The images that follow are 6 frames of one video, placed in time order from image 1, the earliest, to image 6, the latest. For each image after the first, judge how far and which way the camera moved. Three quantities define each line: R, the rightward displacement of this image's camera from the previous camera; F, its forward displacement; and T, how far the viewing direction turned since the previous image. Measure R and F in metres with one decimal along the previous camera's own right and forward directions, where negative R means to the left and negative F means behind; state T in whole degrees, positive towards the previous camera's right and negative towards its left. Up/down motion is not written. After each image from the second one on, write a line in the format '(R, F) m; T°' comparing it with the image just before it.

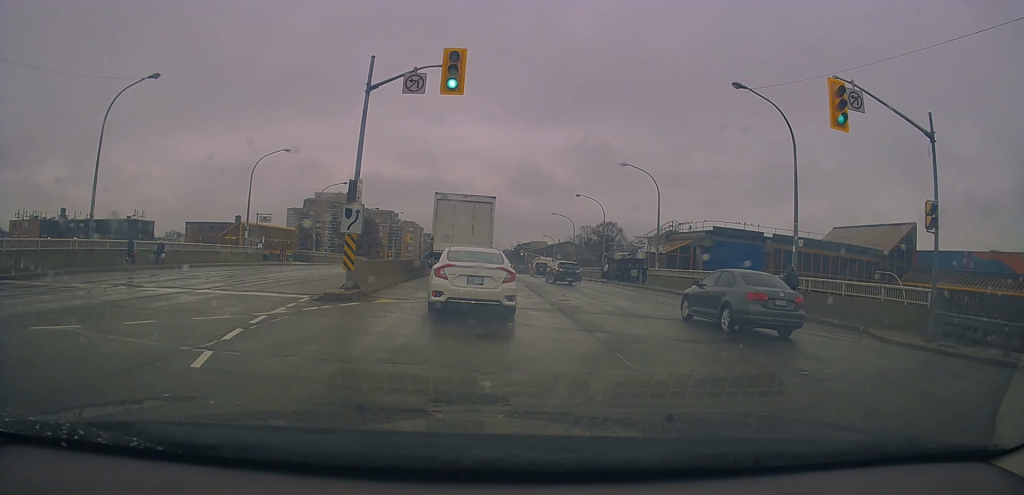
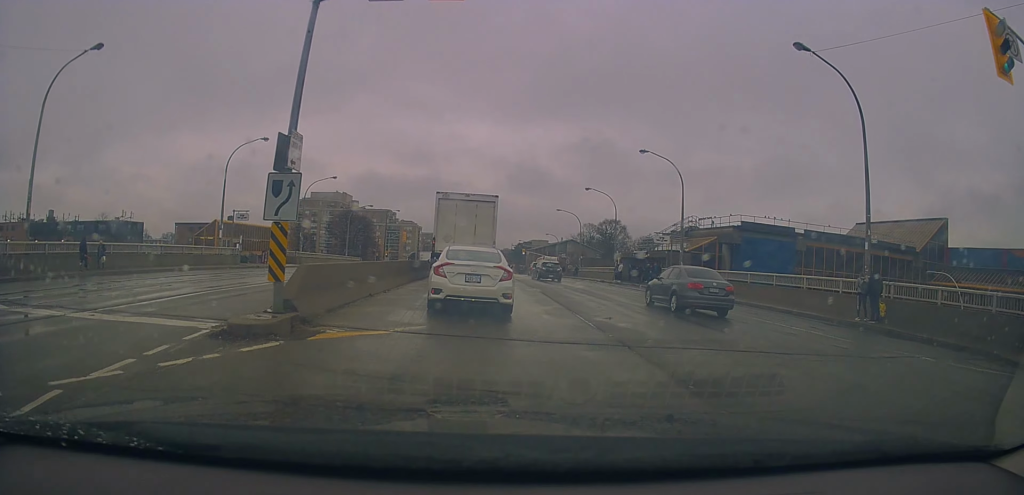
(+0.1, +5.4) m; 0°
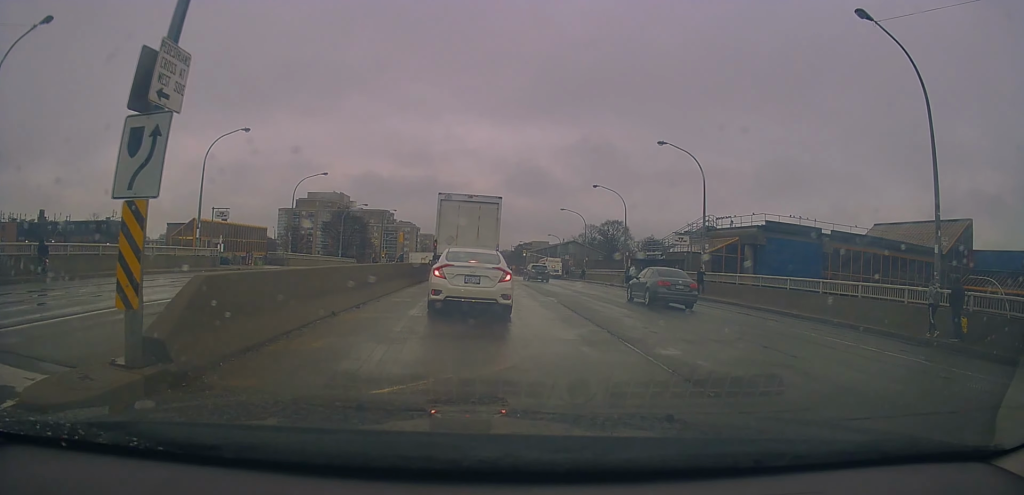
(-0.1, +4.2) m; -3°
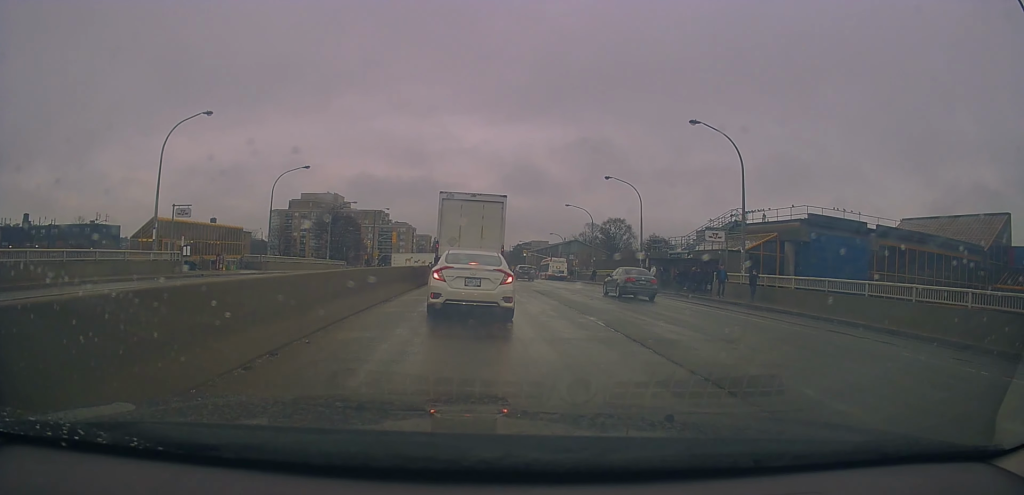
(-0.2, +6.2) m; +2°
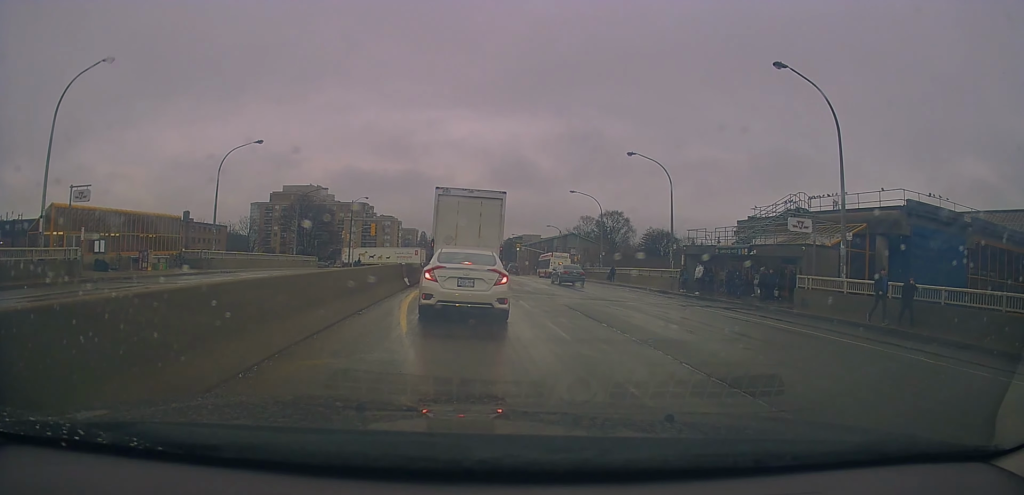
(+0.8, +11.3) m; +2°
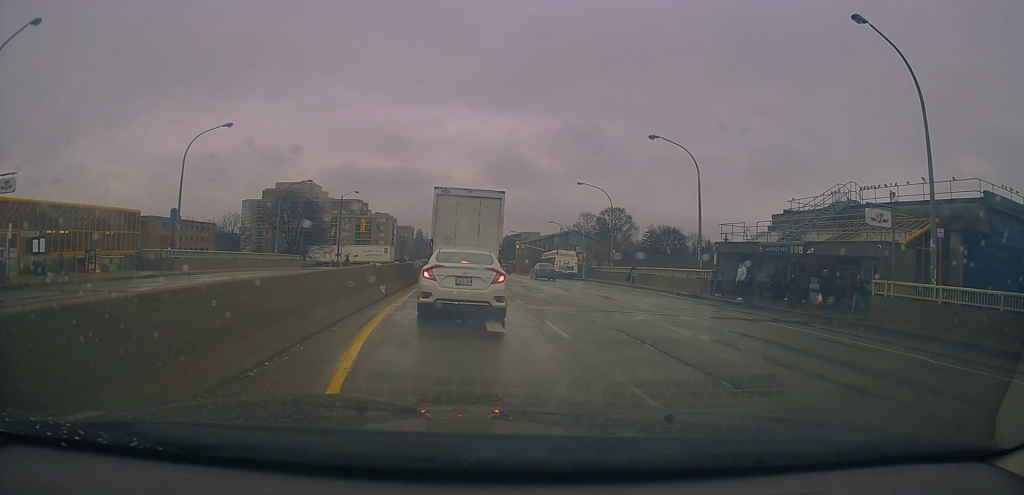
(-0.4, +6.2) m; -1°
